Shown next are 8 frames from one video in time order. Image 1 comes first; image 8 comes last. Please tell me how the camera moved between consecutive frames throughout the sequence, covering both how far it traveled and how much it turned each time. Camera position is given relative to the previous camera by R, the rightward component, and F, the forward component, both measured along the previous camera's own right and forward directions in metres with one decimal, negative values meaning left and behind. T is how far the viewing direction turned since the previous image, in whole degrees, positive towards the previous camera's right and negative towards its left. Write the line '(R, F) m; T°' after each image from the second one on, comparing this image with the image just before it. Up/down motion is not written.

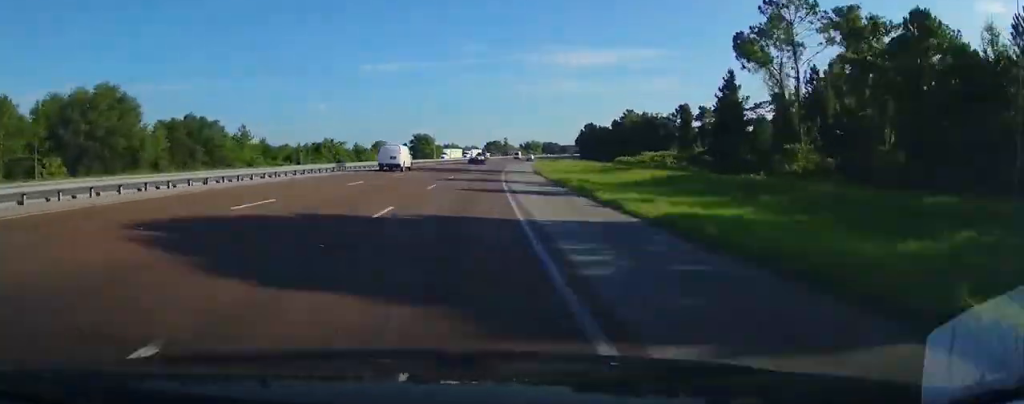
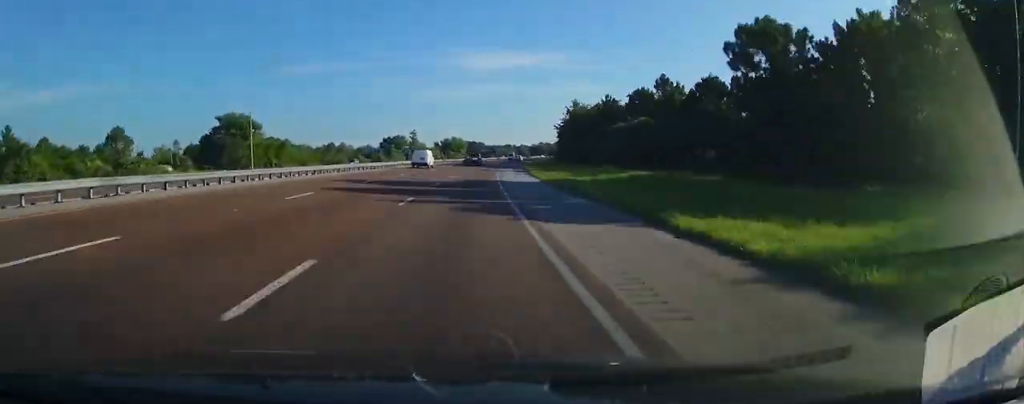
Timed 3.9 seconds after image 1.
(+10.8, +136.7) m; +8°
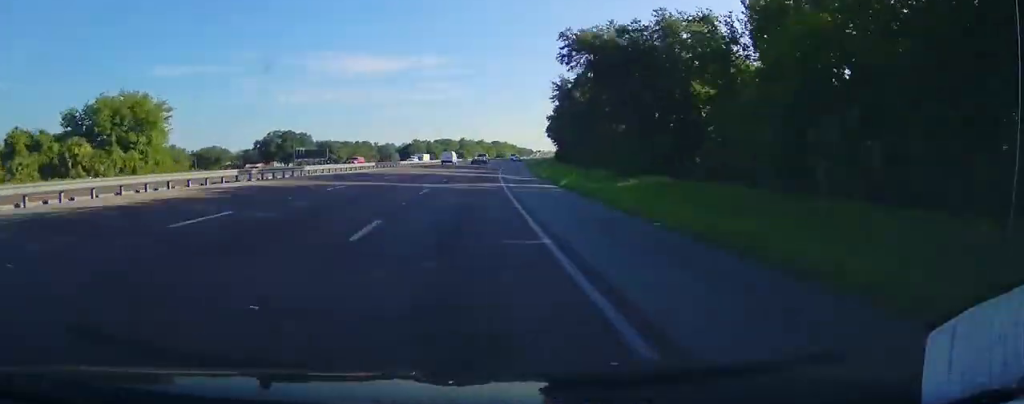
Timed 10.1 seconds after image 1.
(+22.6, +202.5) m; +12°
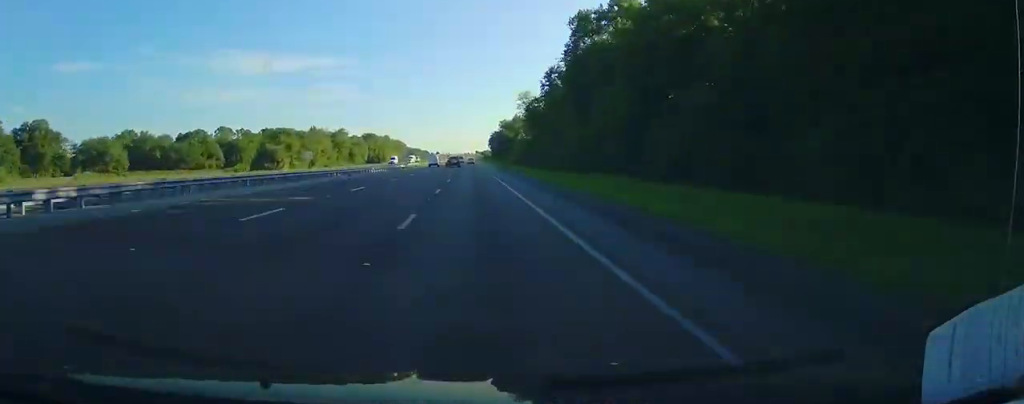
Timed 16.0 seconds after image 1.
(+15.9, +210.0) m; +6°
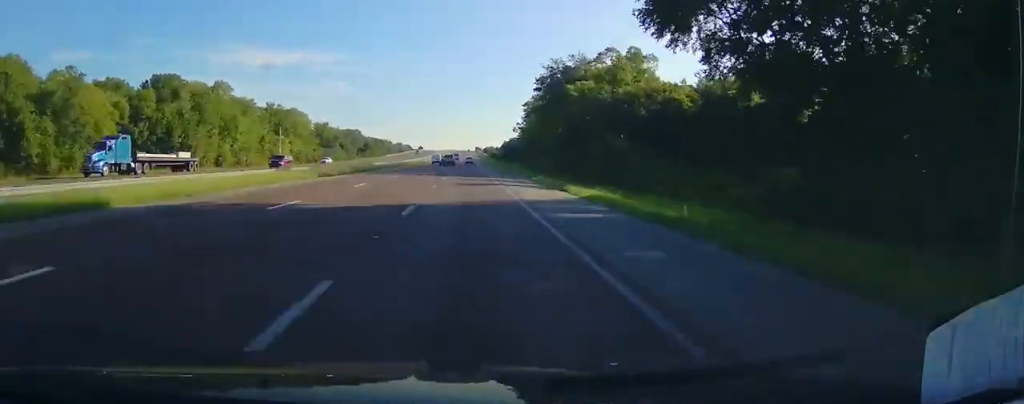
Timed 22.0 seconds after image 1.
(+3.2, +274.6) m; +1°
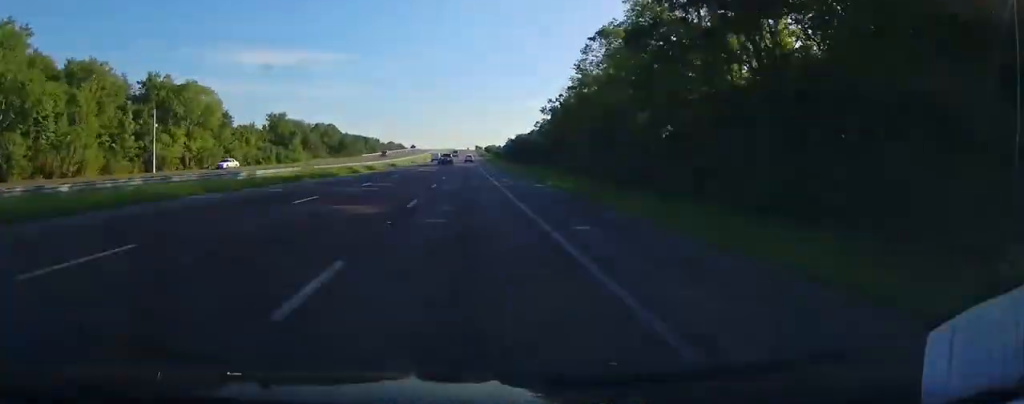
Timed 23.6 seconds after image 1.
(-0.1, +83.3) m; 0°
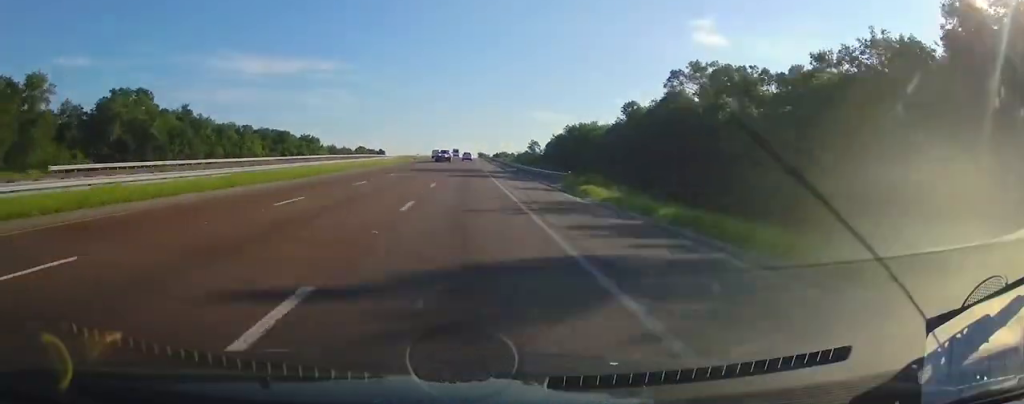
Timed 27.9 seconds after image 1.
(-0.3, +170.3) m; 0°
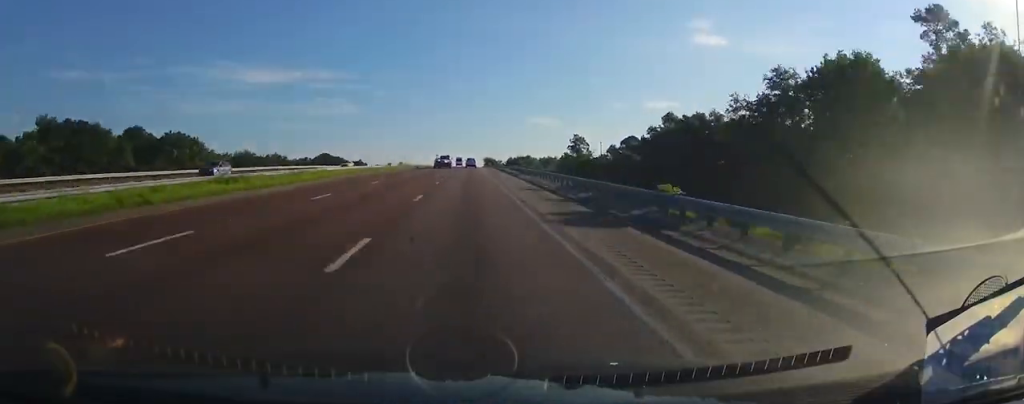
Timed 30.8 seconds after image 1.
(0.0, +71.5) m; 0°
